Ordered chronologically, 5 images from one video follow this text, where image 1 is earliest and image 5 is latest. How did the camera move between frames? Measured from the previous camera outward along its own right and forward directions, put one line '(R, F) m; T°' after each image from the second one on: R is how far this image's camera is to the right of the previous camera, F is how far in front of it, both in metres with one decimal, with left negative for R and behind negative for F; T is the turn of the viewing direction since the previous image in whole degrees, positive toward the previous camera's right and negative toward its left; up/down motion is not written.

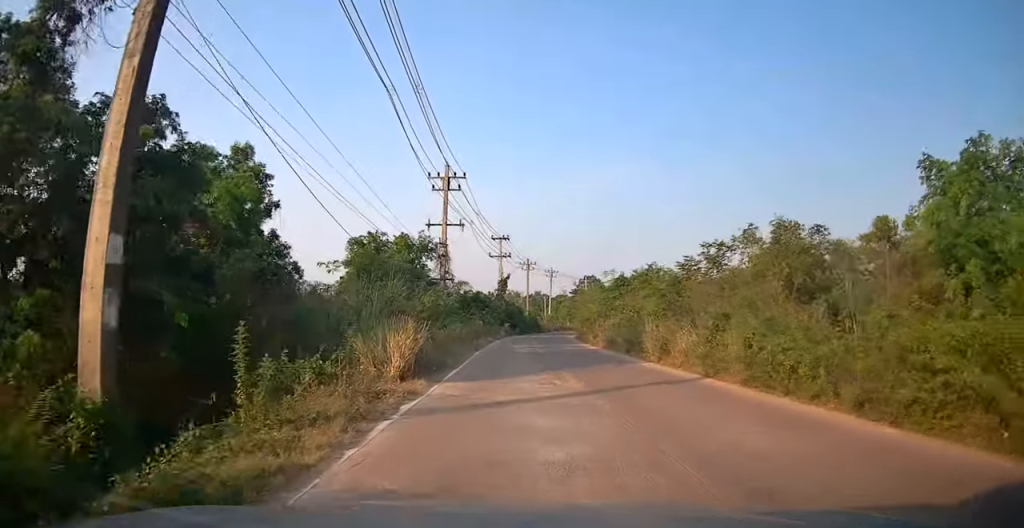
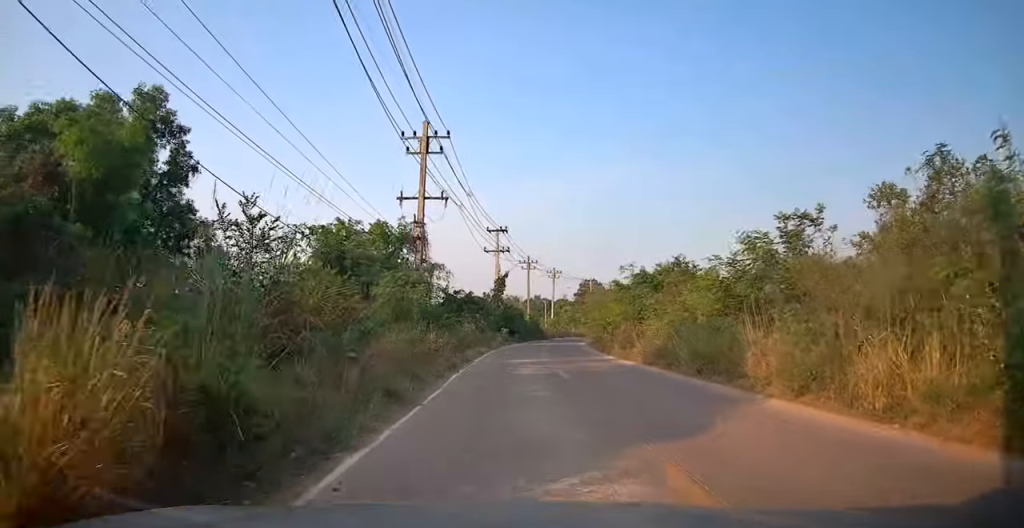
(-0.2, +9.0) m; 0°
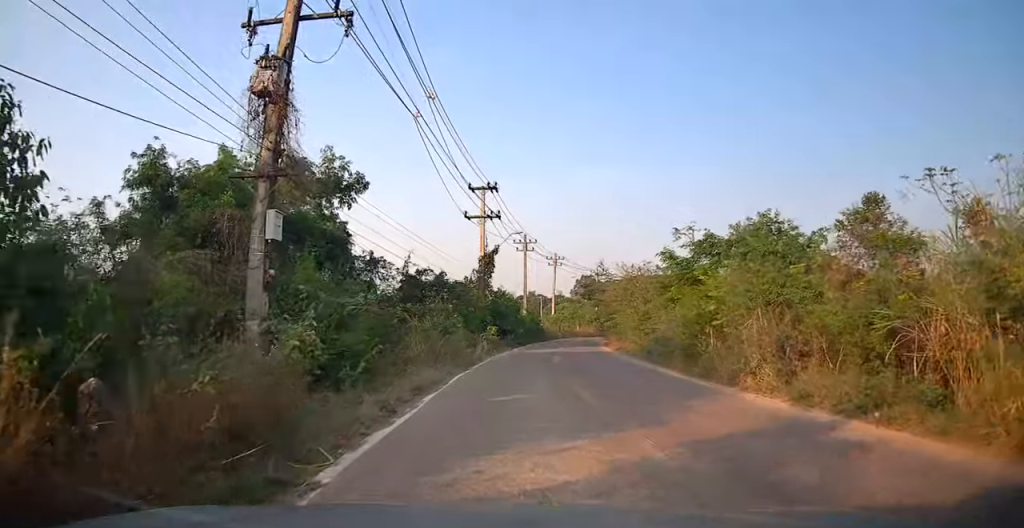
(+0.8, +16.8) m; +4°
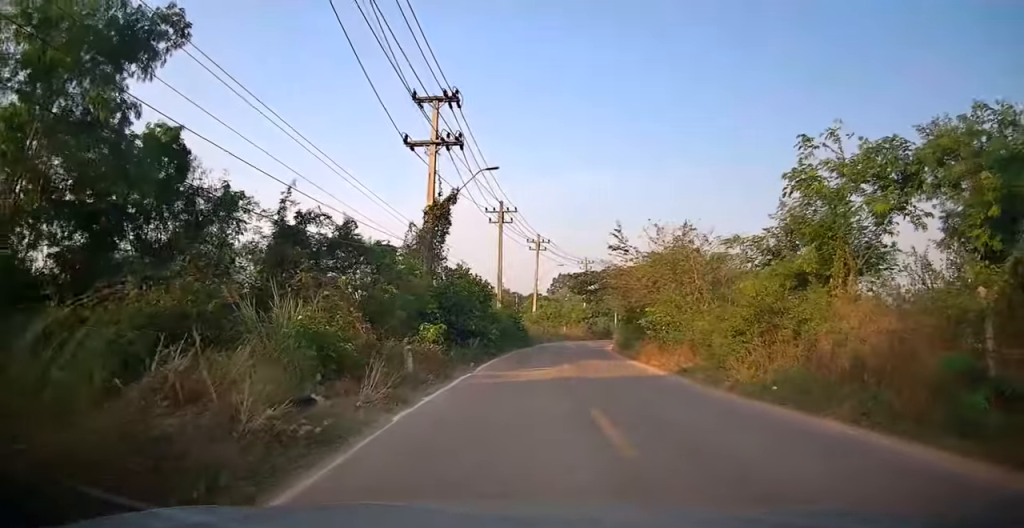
(-0.4, +15.9) m; 0°
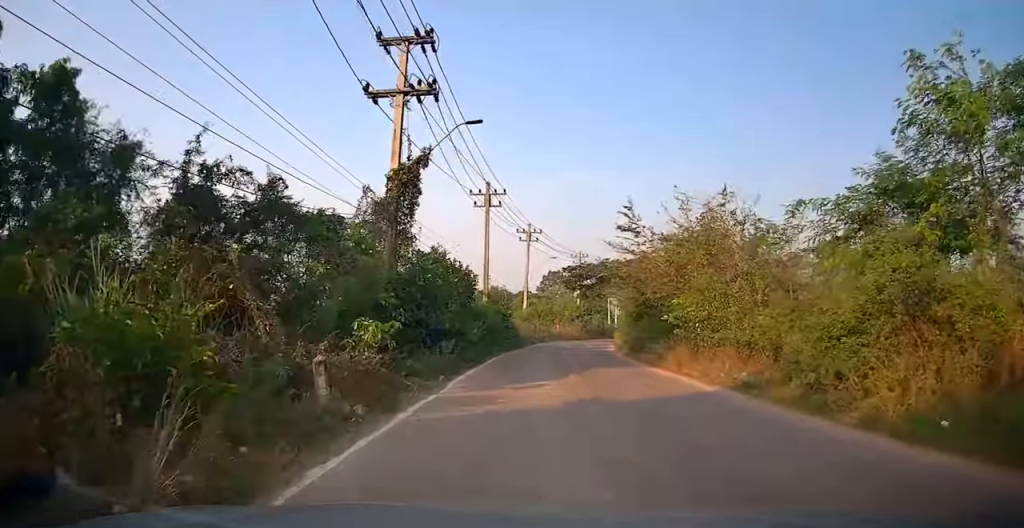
(+0.1, +5.4) m; +2°
